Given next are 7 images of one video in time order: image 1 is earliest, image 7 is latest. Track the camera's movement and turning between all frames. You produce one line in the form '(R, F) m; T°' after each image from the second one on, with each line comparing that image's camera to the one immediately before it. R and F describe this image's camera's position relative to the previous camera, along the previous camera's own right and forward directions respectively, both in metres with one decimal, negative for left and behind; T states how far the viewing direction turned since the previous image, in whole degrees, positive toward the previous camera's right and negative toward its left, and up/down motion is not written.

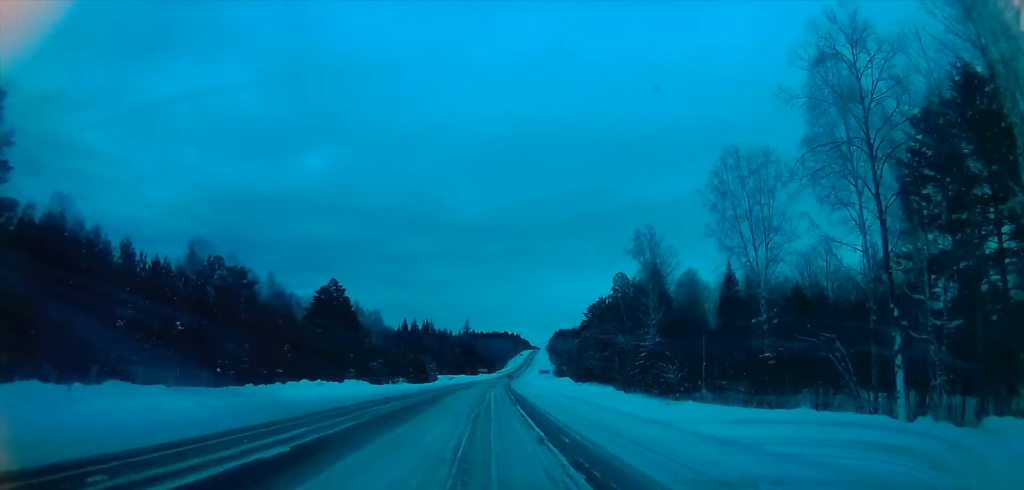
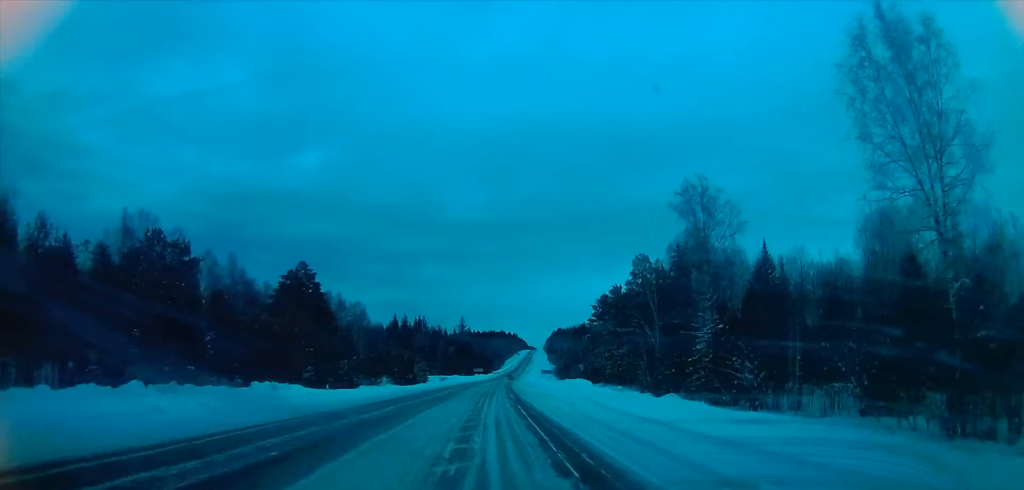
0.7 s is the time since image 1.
(0.0, +22.3) m; 0°
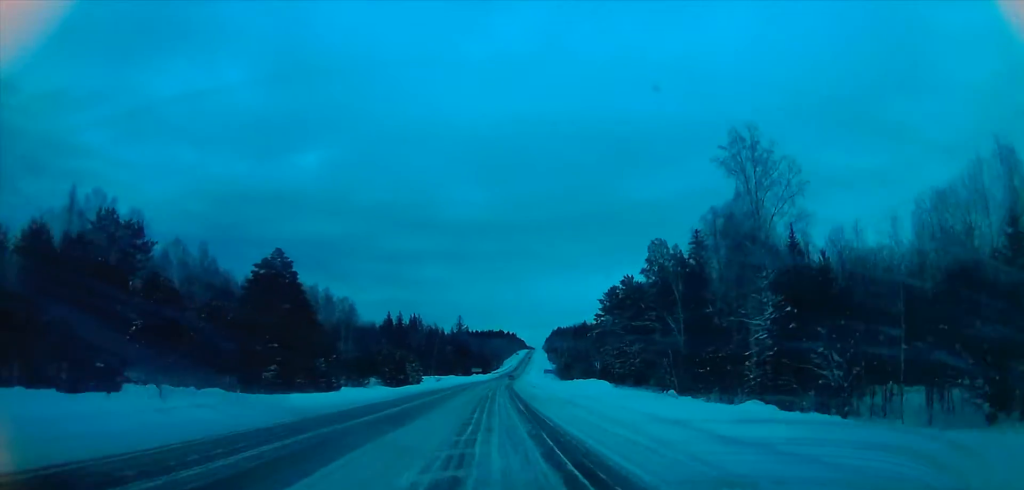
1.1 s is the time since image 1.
(0.0, +13.0) m; 0°
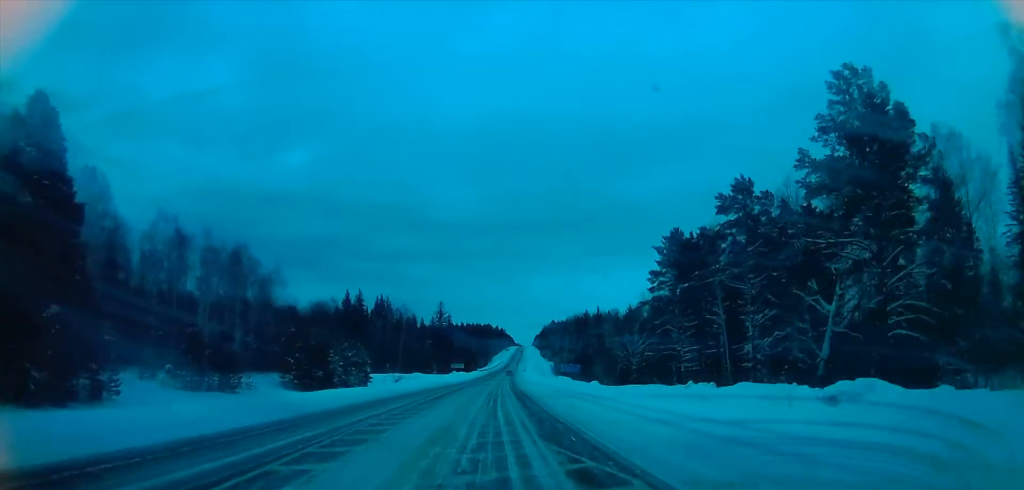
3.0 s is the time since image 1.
(+0.7, +59.1) m; +2°
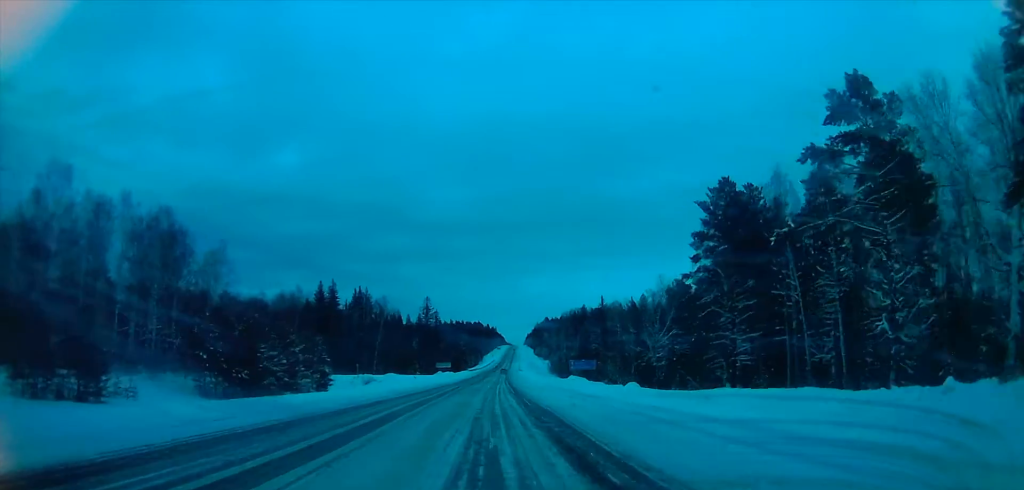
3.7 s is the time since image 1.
(+0.2, +24.9) m; +1°
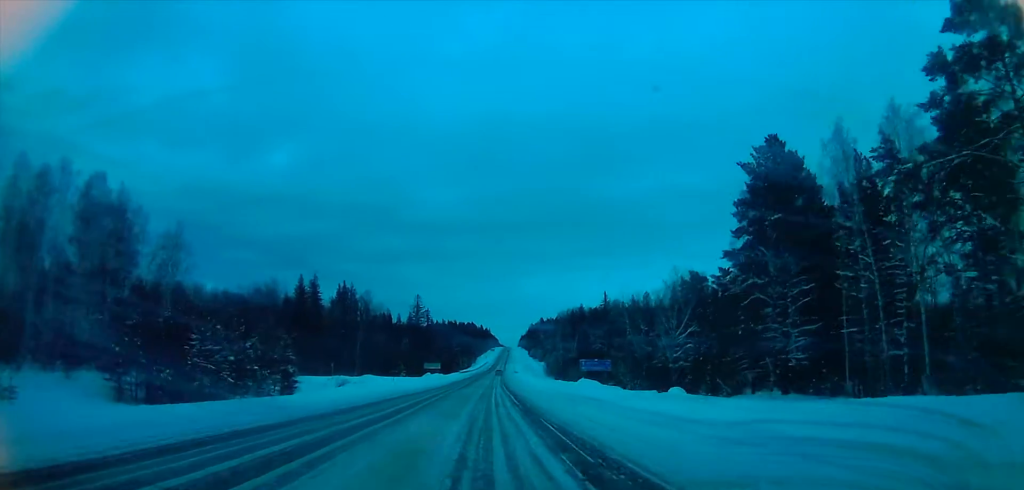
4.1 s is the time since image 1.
(+0.1, +14.2) m; 0°
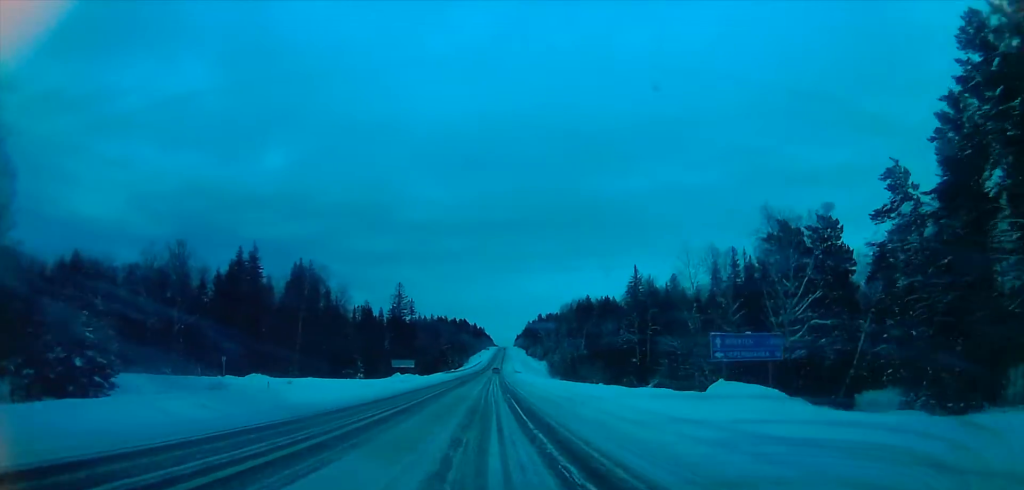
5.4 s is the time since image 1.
(+0.3, +39.8) m; 0°
